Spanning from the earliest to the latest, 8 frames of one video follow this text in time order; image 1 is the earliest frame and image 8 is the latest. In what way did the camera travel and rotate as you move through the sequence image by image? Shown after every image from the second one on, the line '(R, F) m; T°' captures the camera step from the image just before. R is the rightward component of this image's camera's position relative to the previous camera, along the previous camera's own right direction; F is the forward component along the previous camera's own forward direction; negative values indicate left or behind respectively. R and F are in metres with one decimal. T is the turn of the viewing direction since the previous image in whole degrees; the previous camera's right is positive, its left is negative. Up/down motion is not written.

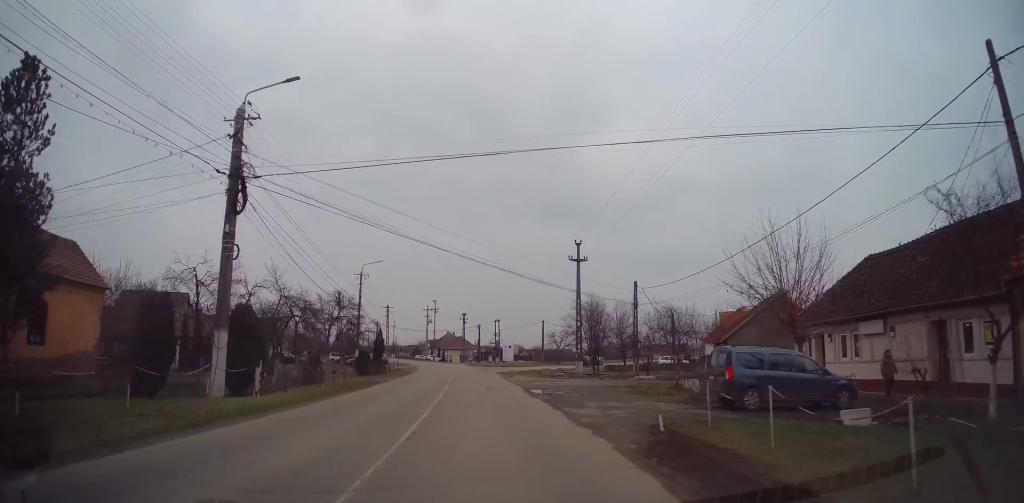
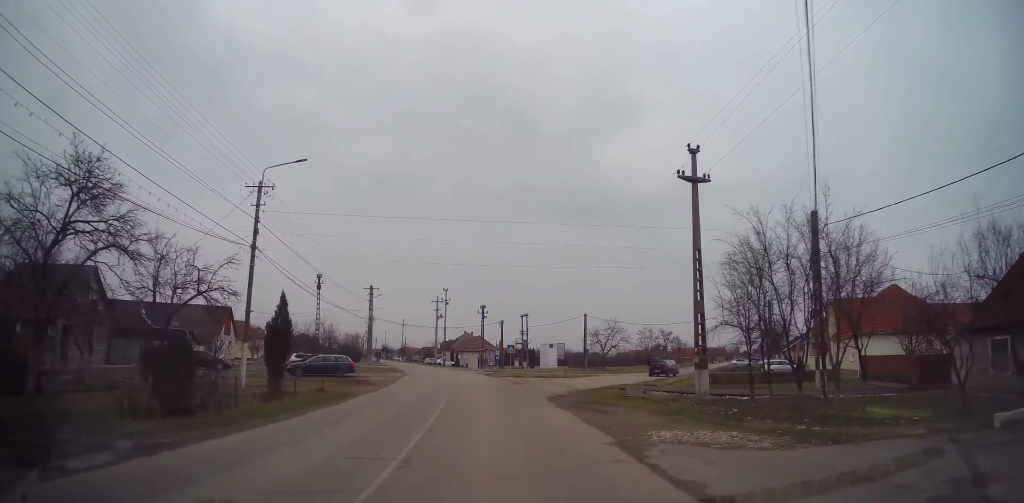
(-0.6, +24.5) m; -2°
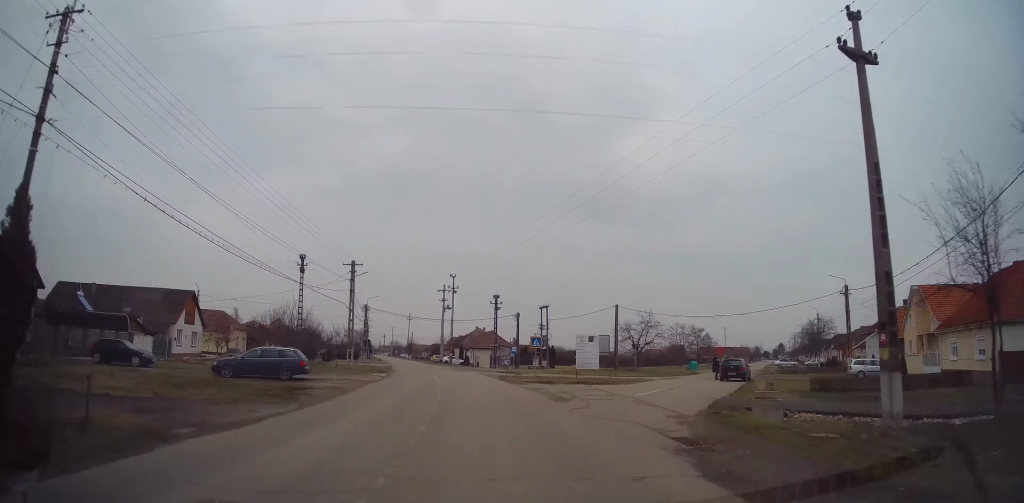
(0.0, +12.1) m; -1°
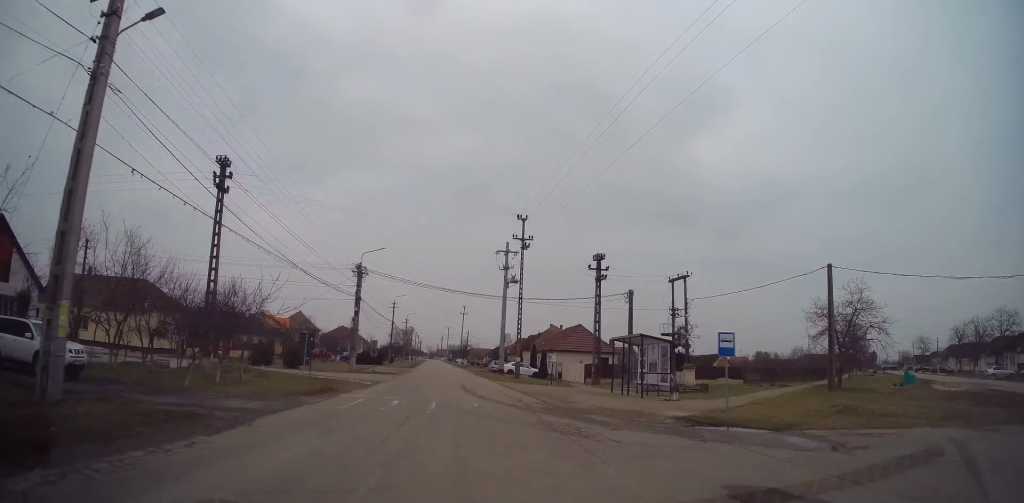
(-0.8, +33.0) m; -3°
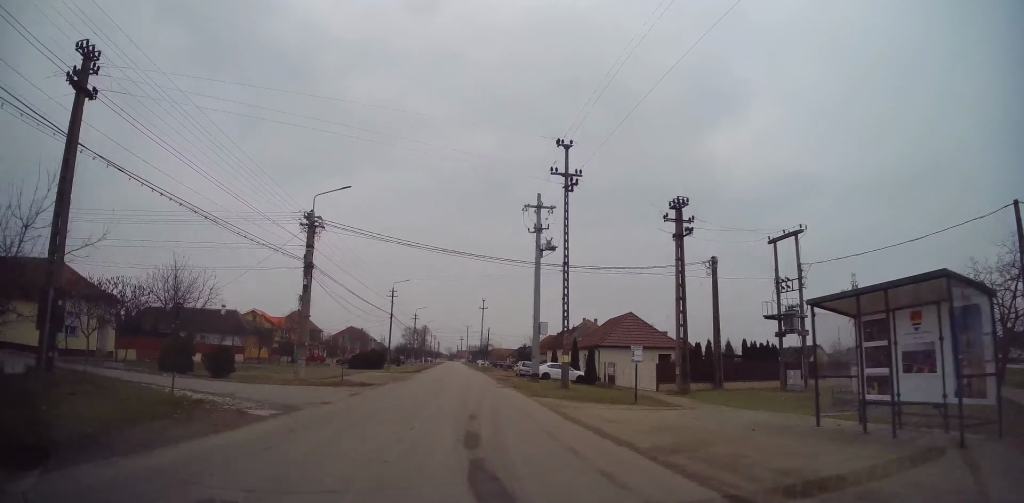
(0.0, +14.4) m; -3°
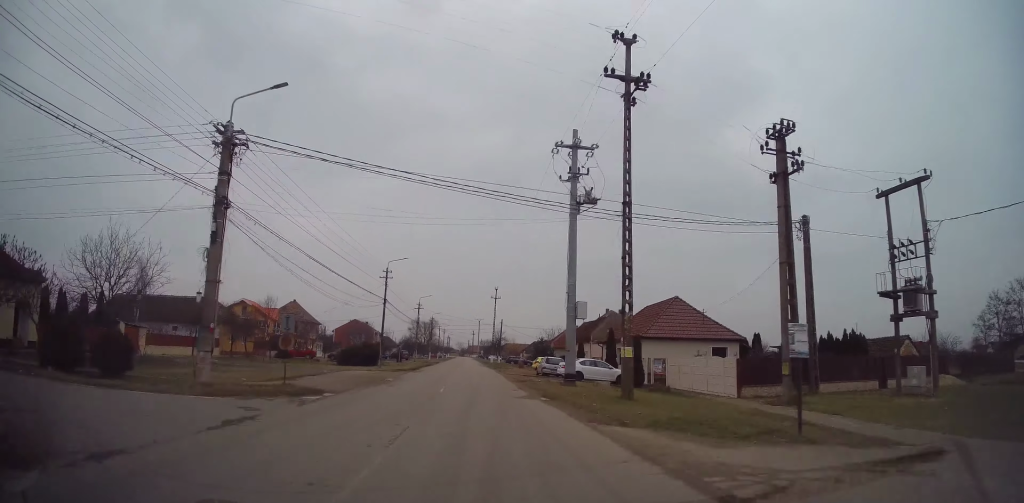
(-0.4, +8.8) m; -2°
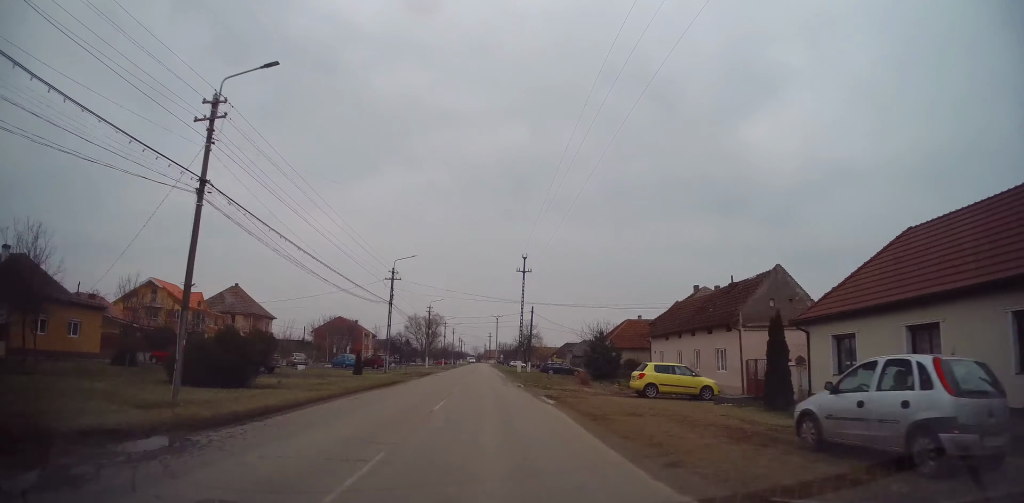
(-1.5, +32.1) m; -5°
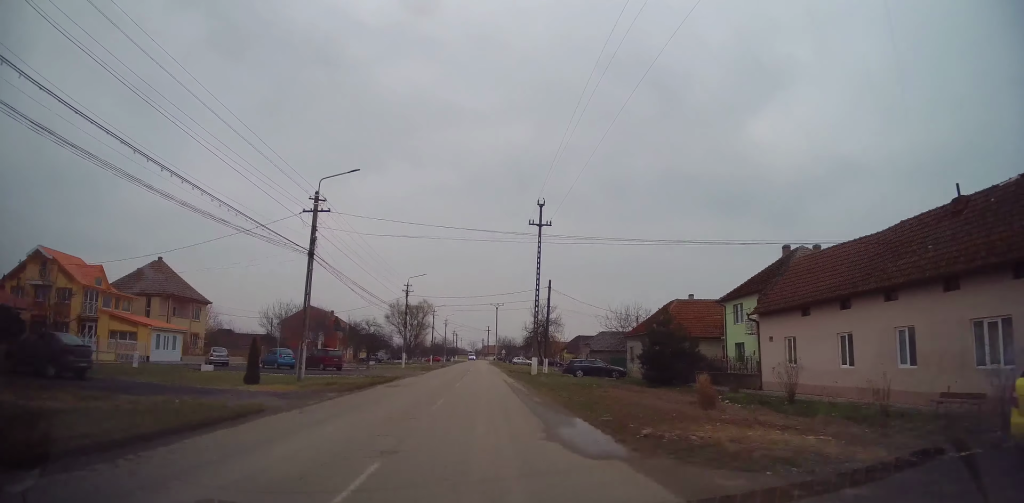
(-0.5, +19.2) m; -1°
